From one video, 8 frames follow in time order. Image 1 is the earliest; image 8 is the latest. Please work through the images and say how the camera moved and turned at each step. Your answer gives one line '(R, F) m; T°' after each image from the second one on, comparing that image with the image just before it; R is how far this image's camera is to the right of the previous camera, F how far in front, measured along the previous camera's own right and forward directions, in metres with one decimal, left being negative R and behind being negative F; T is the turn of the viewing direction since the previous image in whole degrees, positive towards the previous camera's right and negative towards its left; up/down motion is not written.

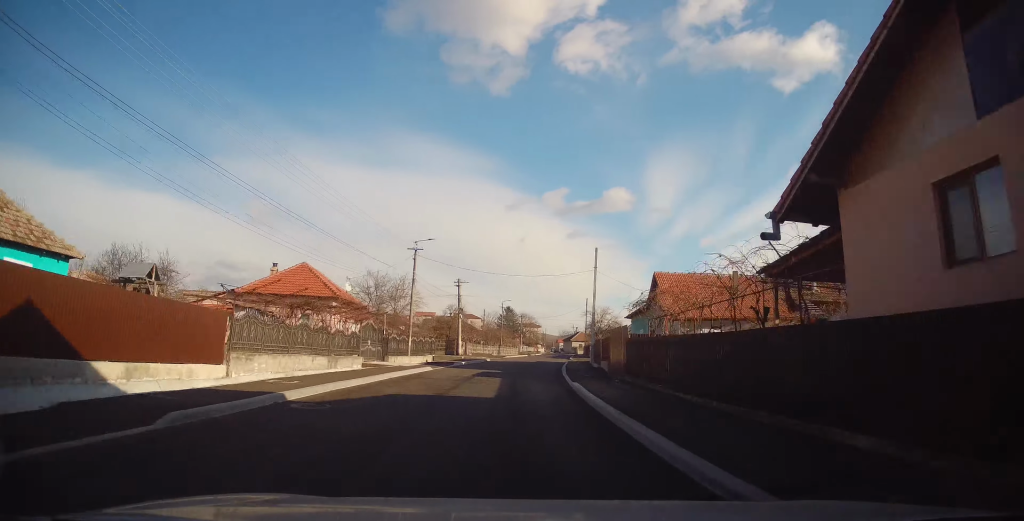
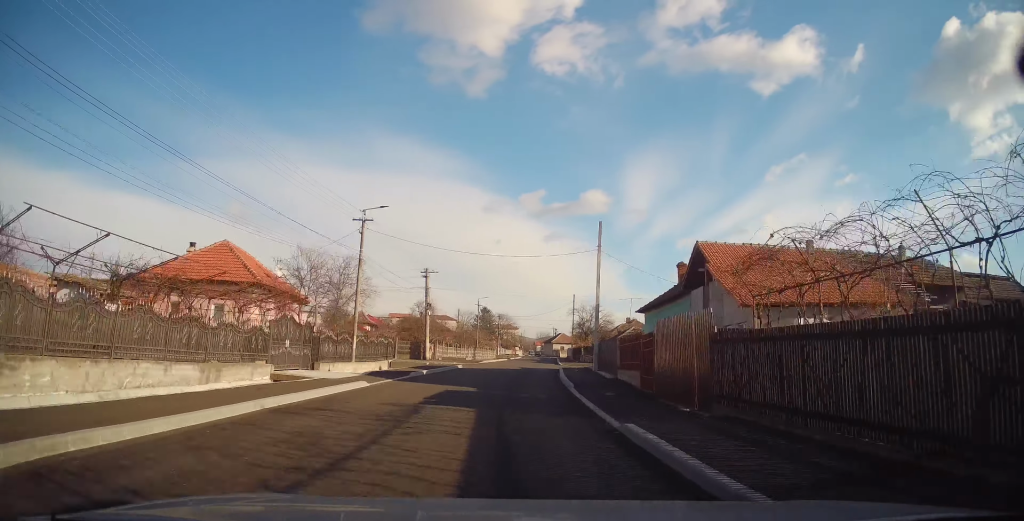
(+0.1, +9.0) m; +1°
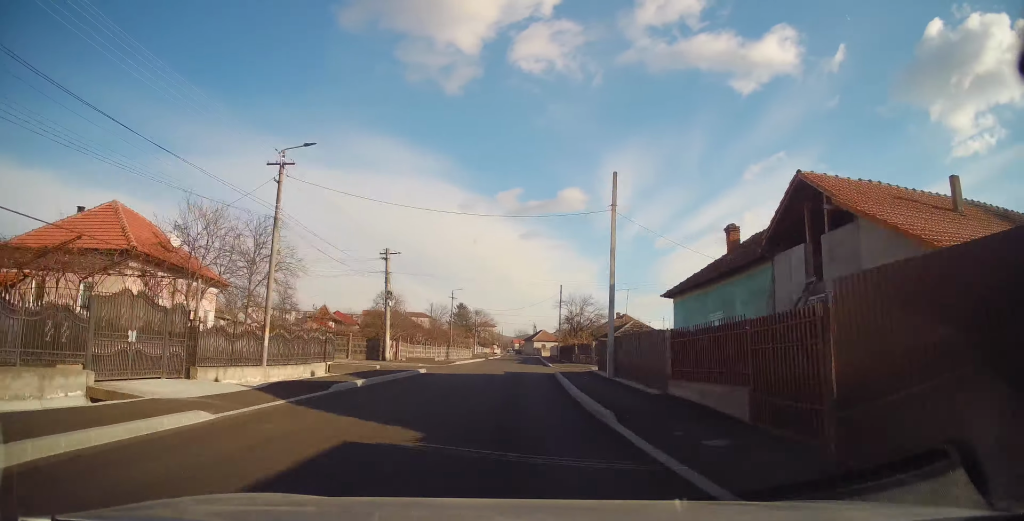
(-0.1, +8.5) m; +1°
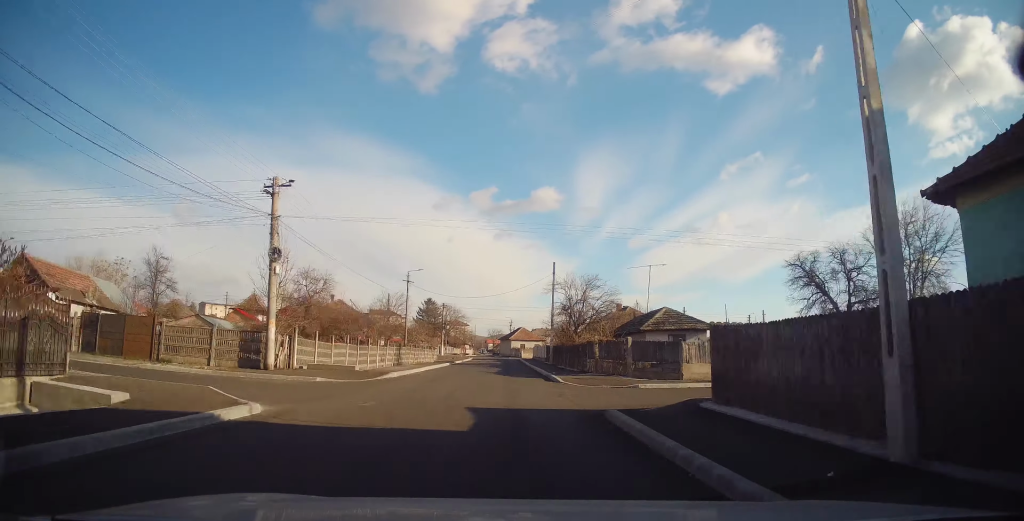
(+0.5, +16.5) m; +4°
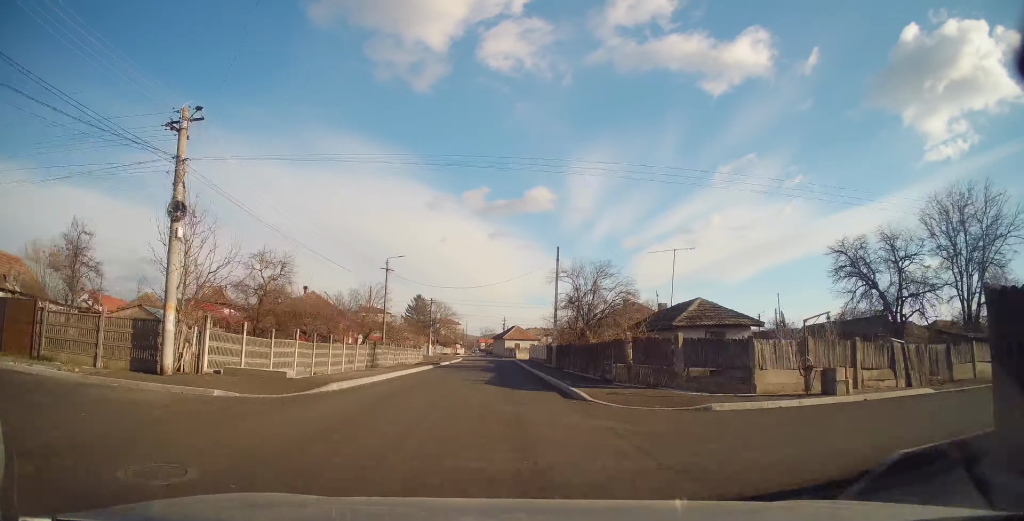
(+0.2, +7.3) m; +1°
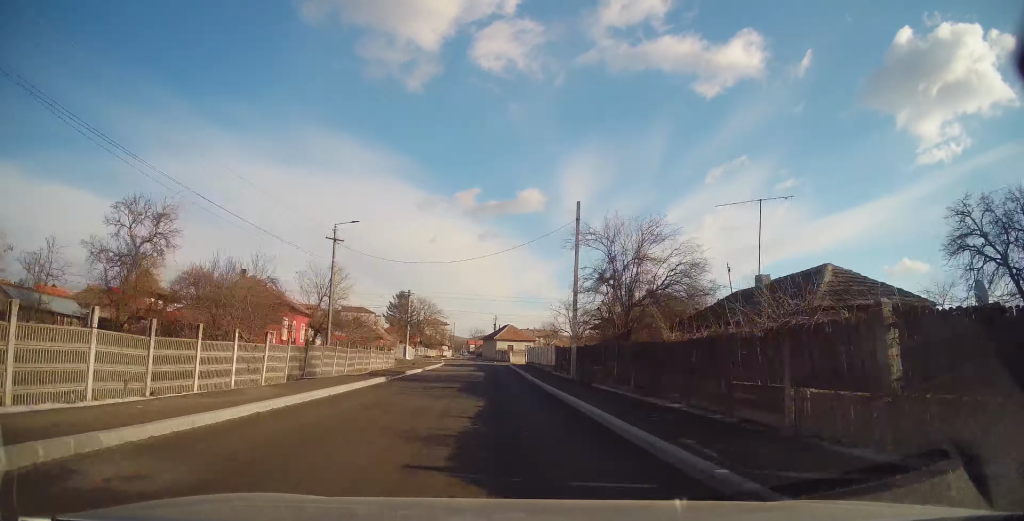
(+0.3, +12.2) m; +2°
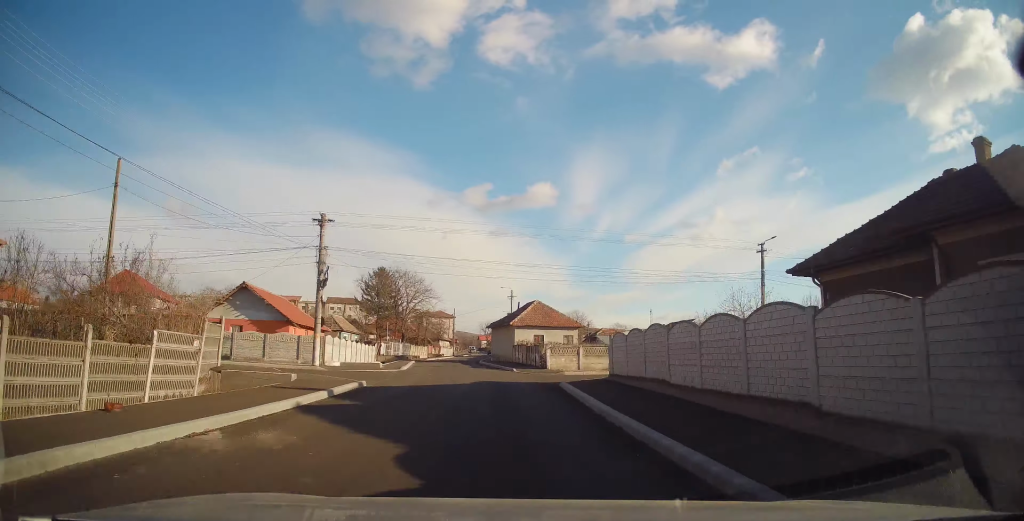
(-0.1, +36.0) m; -1°
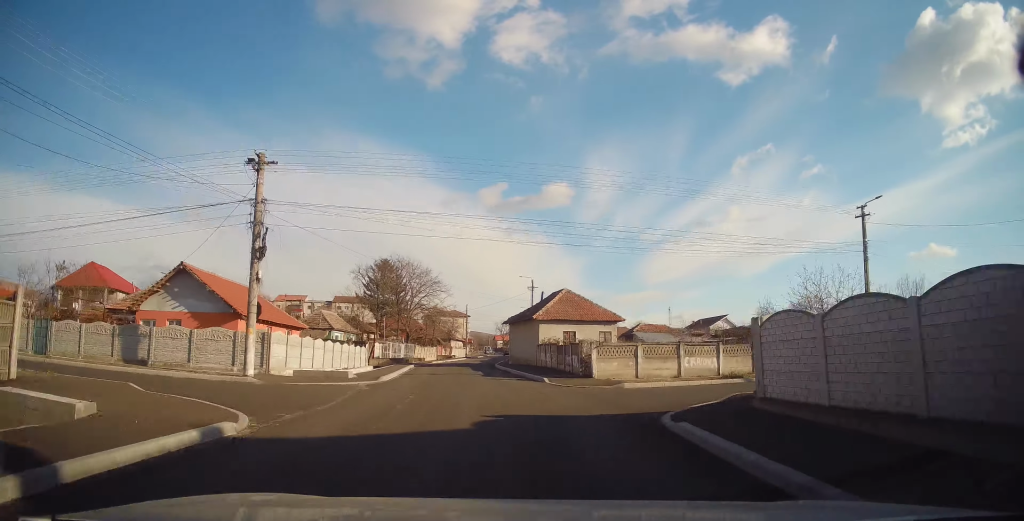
(0.0, +9.6) m; -2°
